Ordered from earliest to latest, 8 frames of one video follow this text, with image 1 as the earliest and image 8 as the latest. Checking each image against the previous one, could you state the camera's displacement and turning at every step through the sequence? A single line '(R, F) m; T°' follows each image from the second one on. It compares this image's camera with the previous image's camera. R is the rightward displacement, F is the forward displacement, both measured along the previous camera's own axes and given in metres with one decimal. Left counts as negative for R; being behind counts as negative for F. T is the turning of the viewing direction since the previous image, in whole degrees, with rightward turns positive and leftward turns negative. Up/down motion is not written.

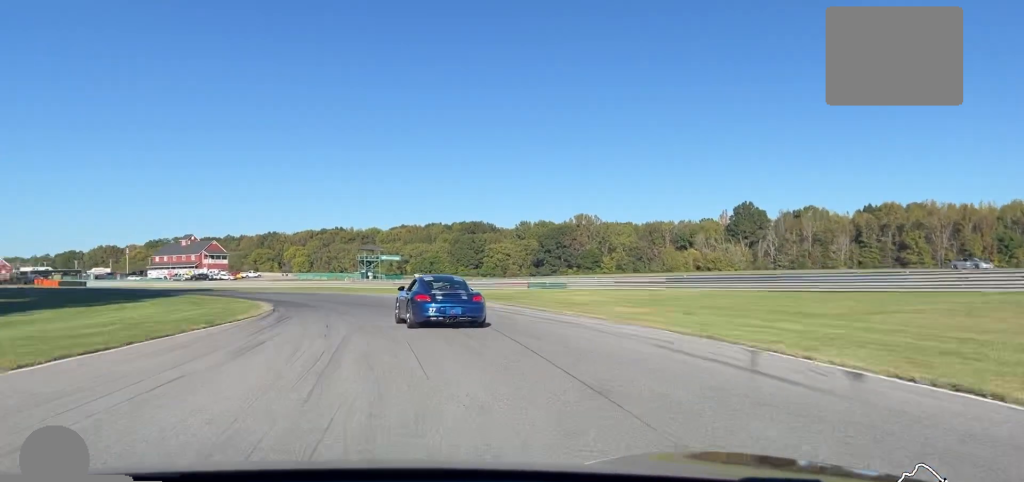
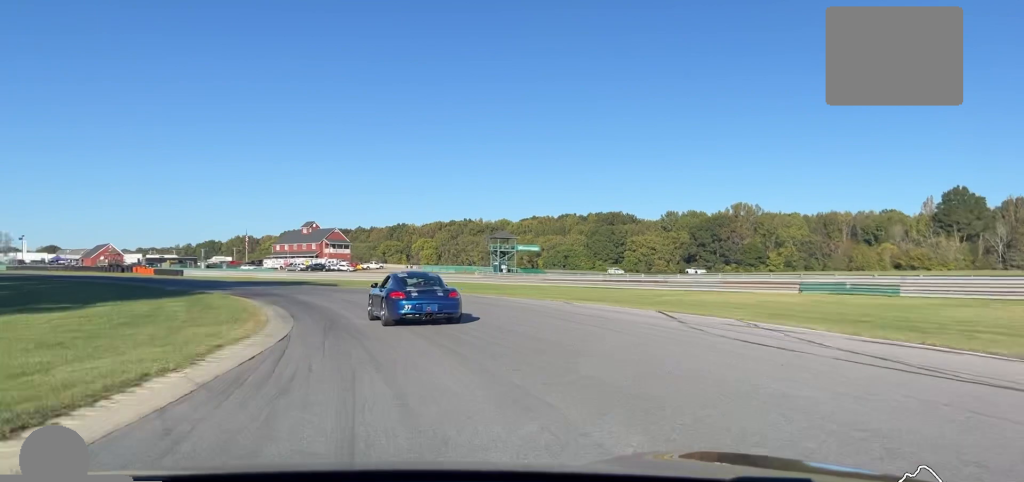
(-1.8, +36.0) m; -10°
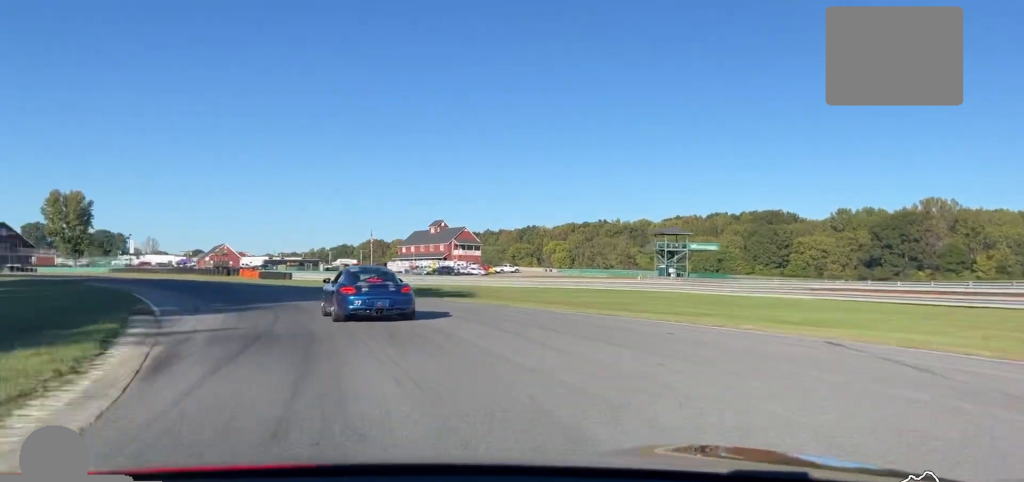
(-2.6, +28.6) m; -13°
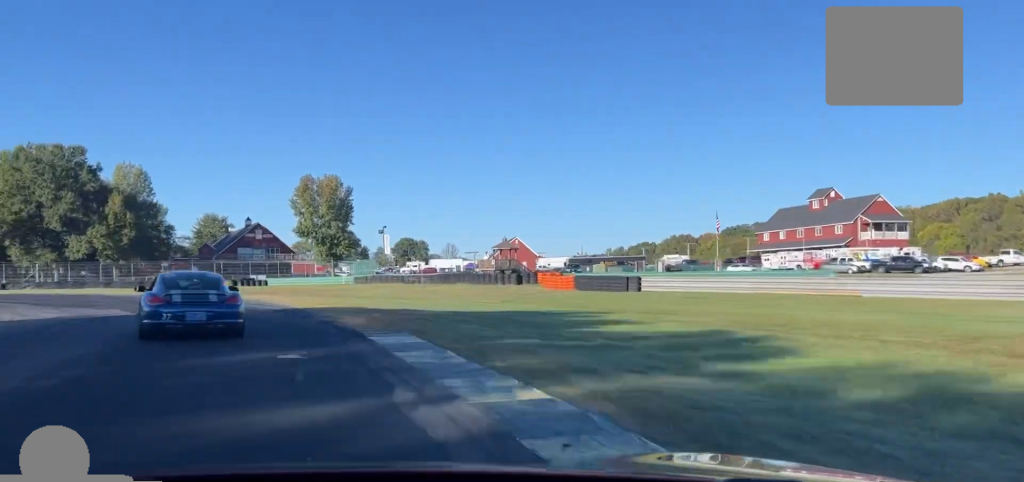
(-14.5, +61.0) m; -22°
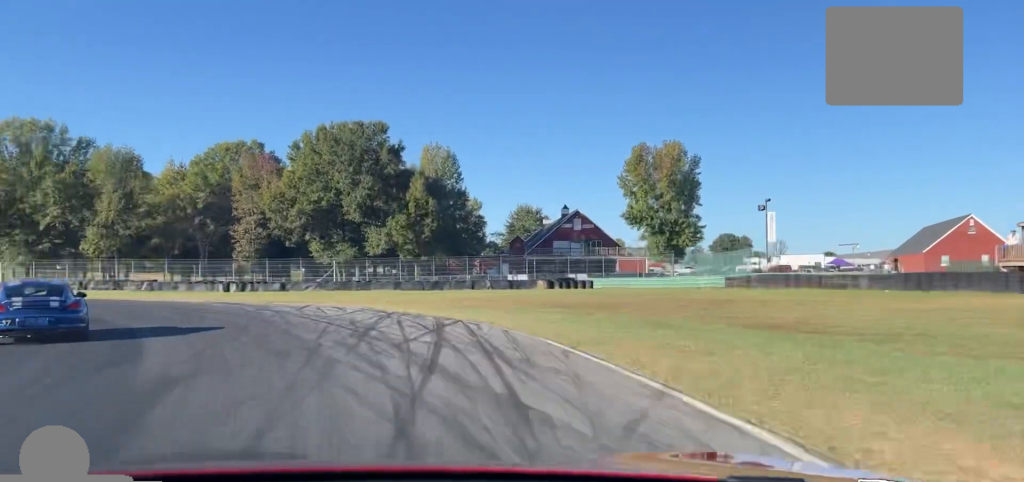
(-3.0, +32.9) m; -16°
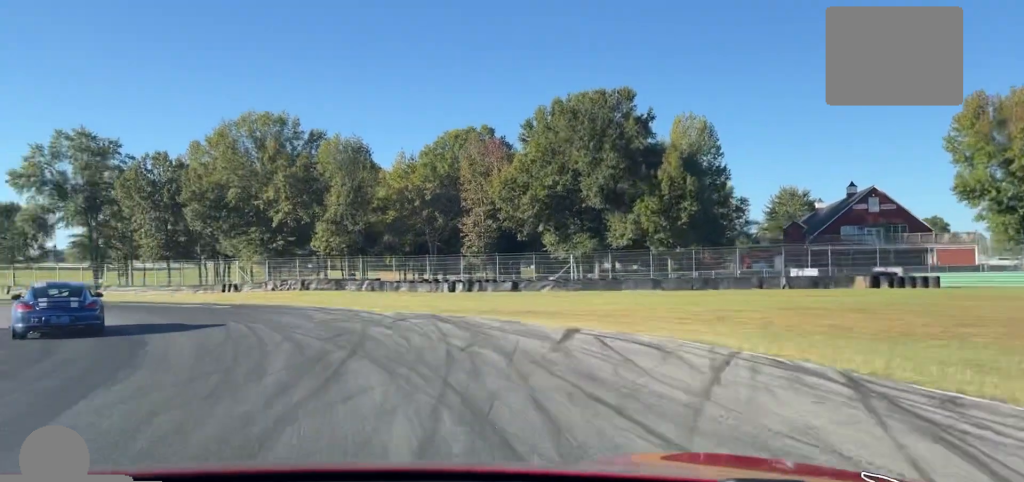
(-0.4, +14.9) m; -13°
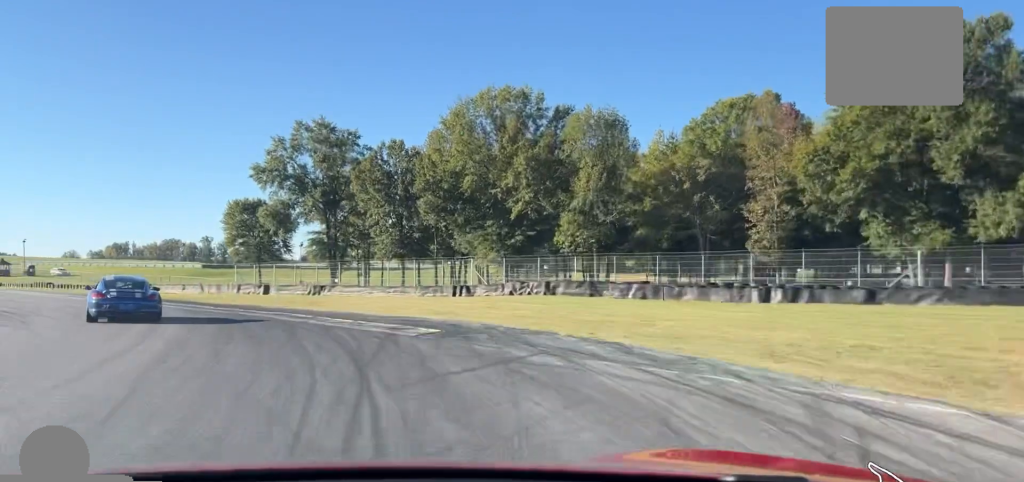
(-2.9, +17.7) m; -23°
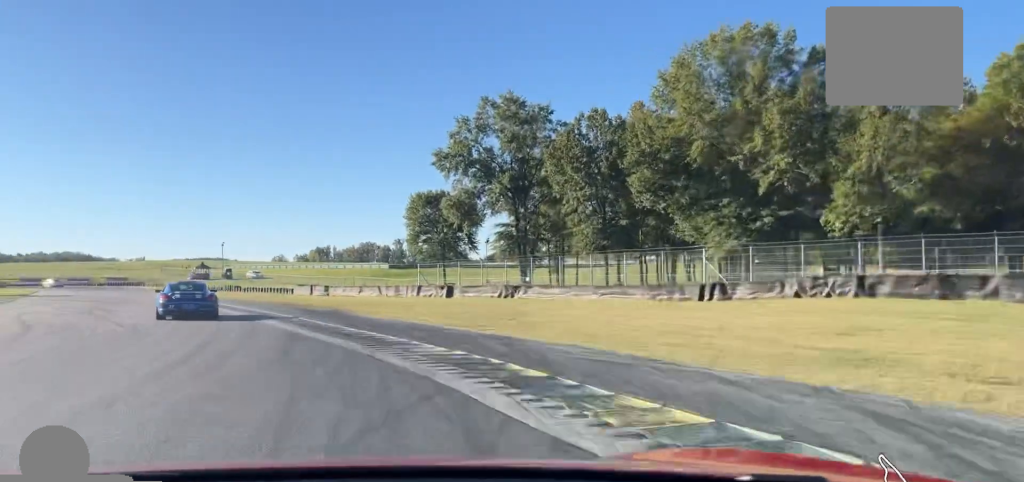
(-3.8, +15.1) m; -13°
